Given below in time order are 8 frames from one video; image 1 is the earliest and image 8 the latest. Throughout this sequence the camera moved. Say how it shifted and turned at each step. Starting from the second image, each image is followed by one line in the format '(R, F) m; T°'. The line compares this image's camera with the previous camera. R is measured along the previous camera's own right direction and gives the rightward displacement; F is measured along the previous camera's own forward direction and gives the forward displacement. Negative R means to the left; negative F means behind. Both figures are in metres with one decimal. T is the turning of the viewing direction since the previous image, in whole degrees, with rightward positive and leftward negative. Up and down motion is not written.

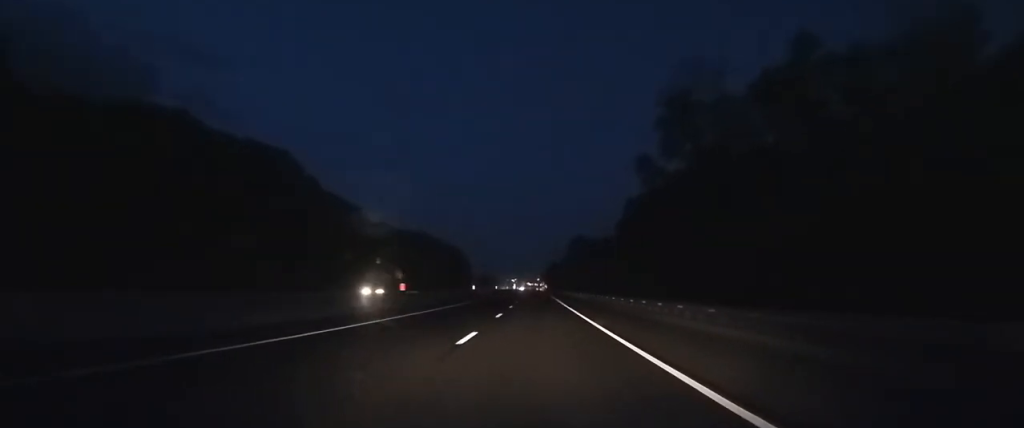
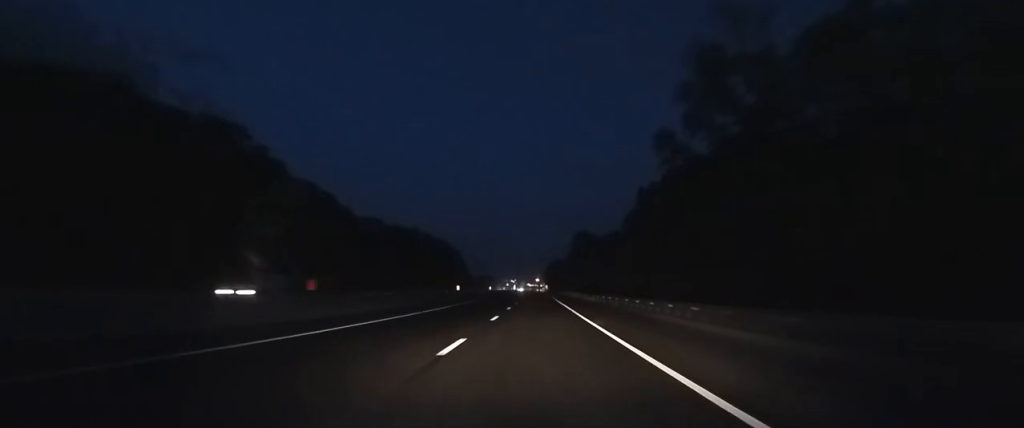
(0.0, +14.2) m; 0°
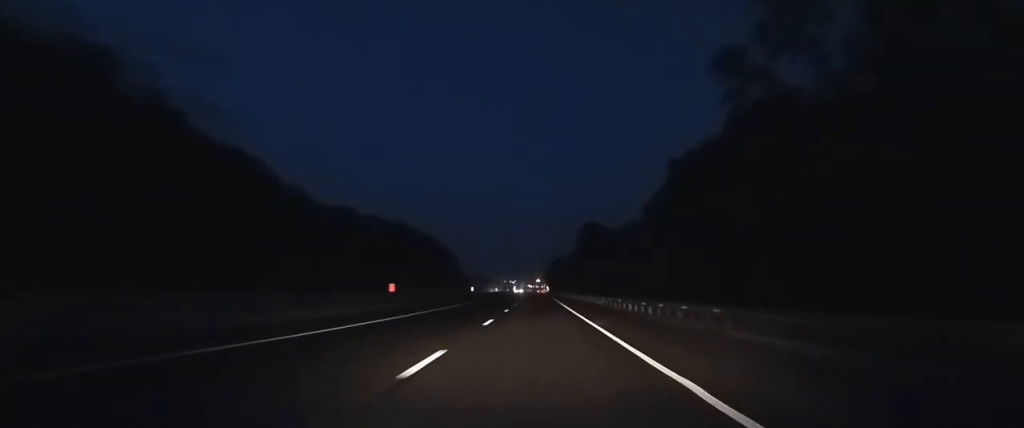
(0.0, +26.8) m; 0°
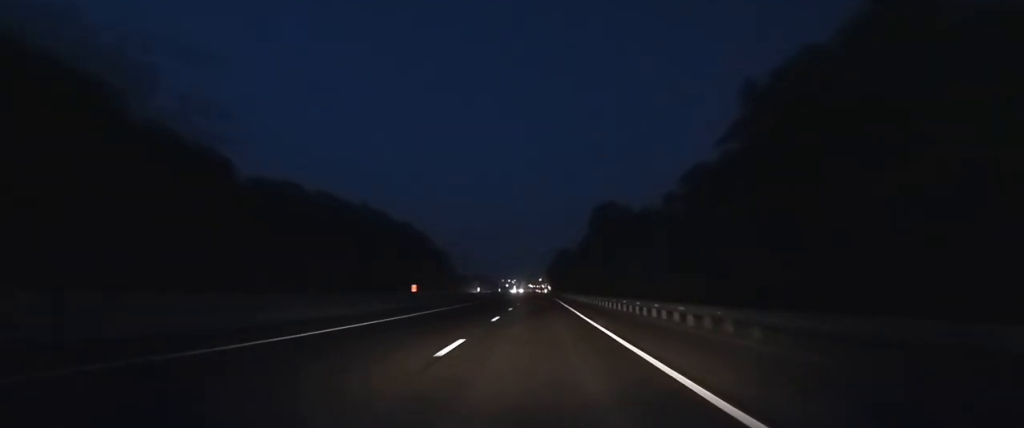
(0.0, +33.1) m; 0°
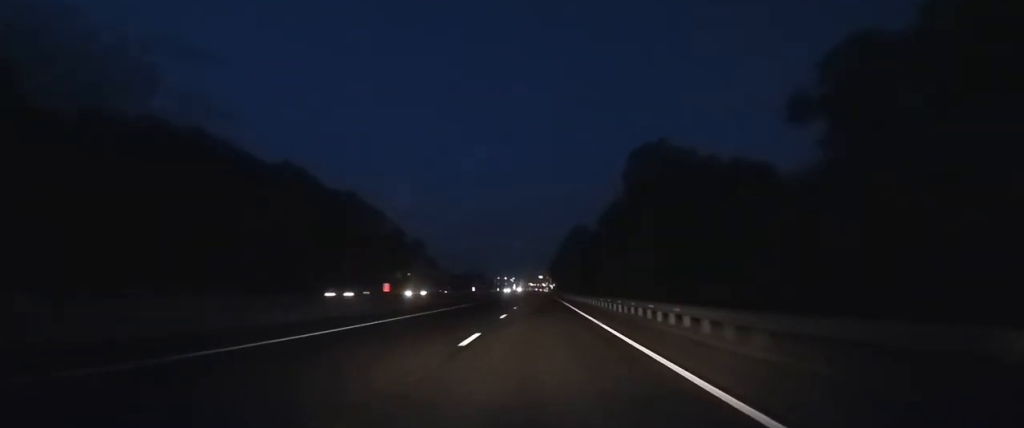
(0.0, +45.7) m; 0°
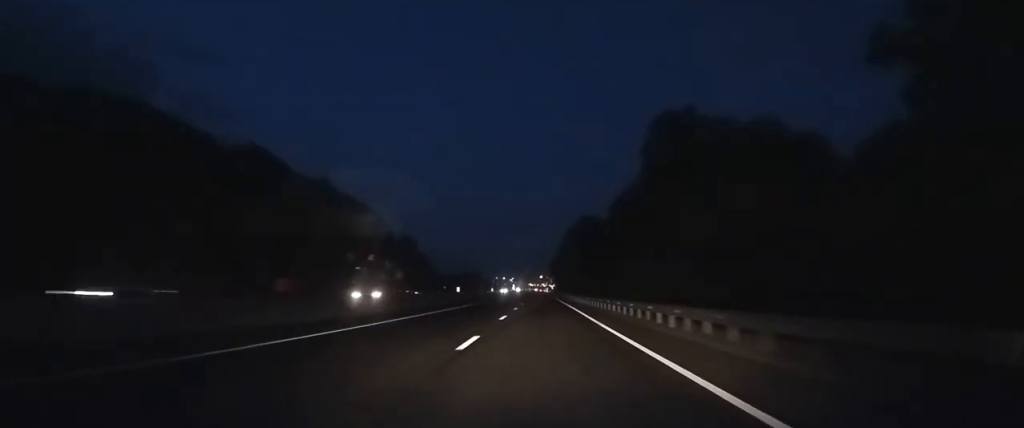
(0.0, +12.6) m; 0°
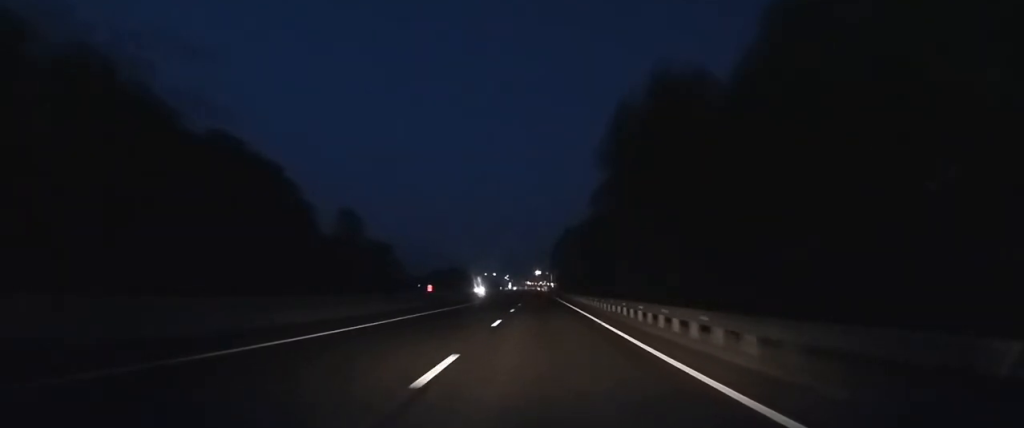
(+0.1, +52.4) m; 0°
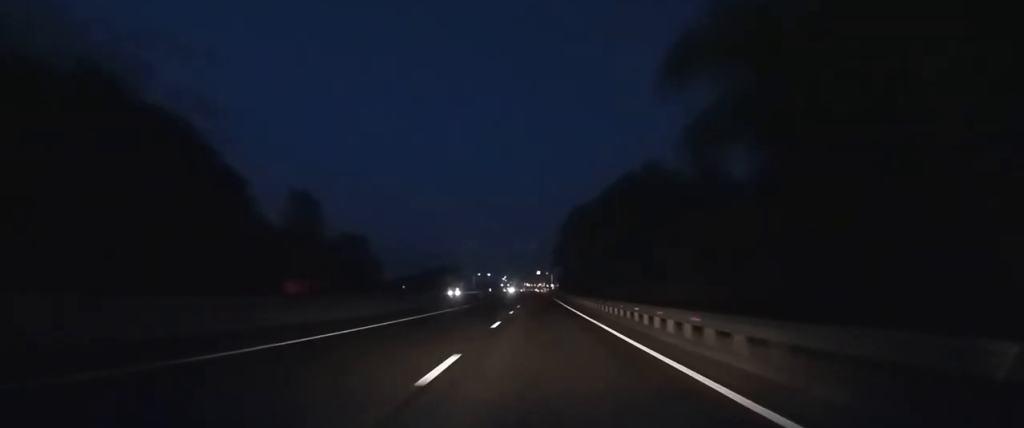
(0.0, +23.6) m; 0°
